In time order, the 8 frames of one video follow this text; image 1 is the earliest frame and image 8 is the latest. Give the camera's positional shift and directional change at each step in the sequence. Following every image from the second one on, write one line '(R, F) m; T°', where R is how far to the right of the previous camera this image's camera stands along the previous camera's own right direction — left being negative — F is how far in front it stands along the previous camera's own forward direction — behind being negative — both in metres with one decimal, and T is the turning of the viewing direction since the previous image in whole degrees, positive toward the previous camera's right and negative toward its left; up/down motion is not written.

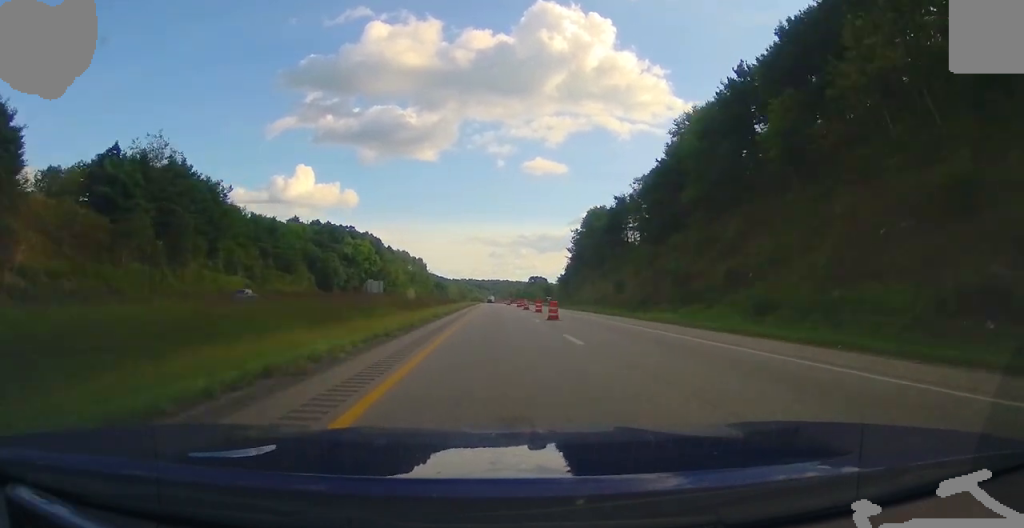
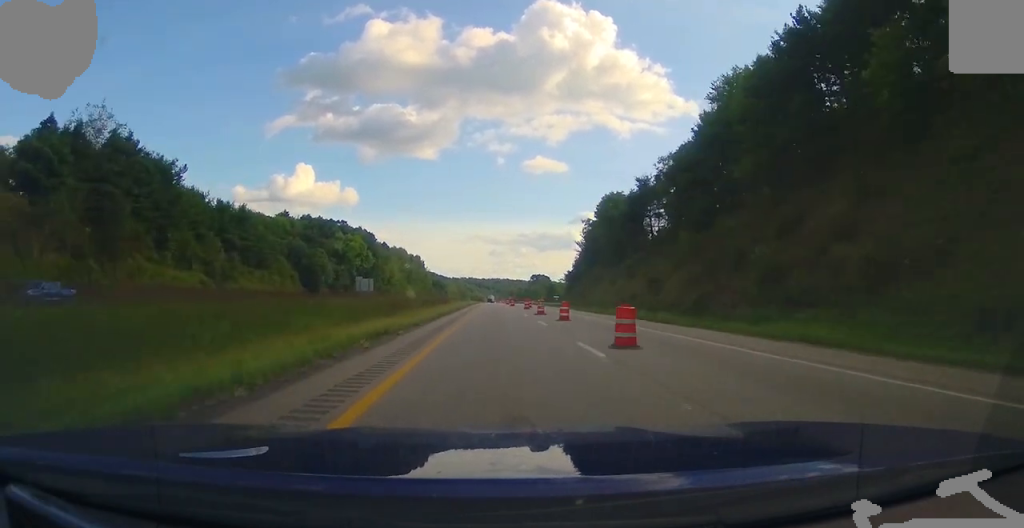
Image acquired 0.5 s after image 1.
(0.0, +15.6) m; 0°
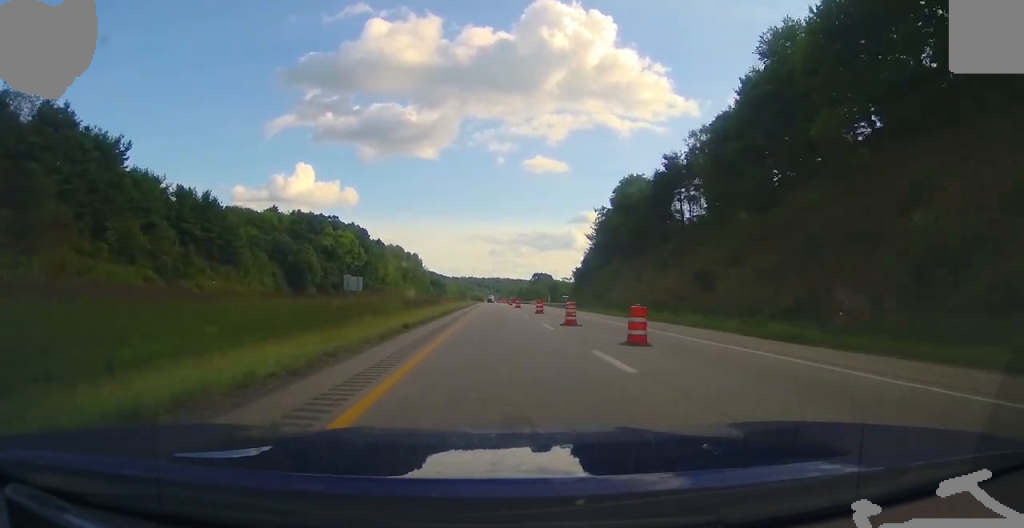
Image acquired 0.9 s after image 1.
(0.0, +14.4) m; 0°
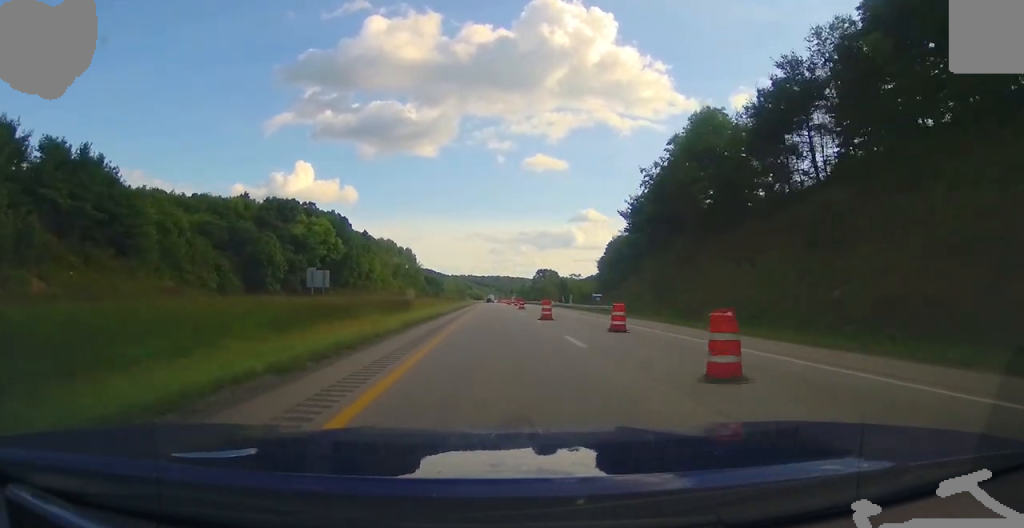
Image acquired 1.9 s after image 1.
(0.0, +32.3) m; 0°
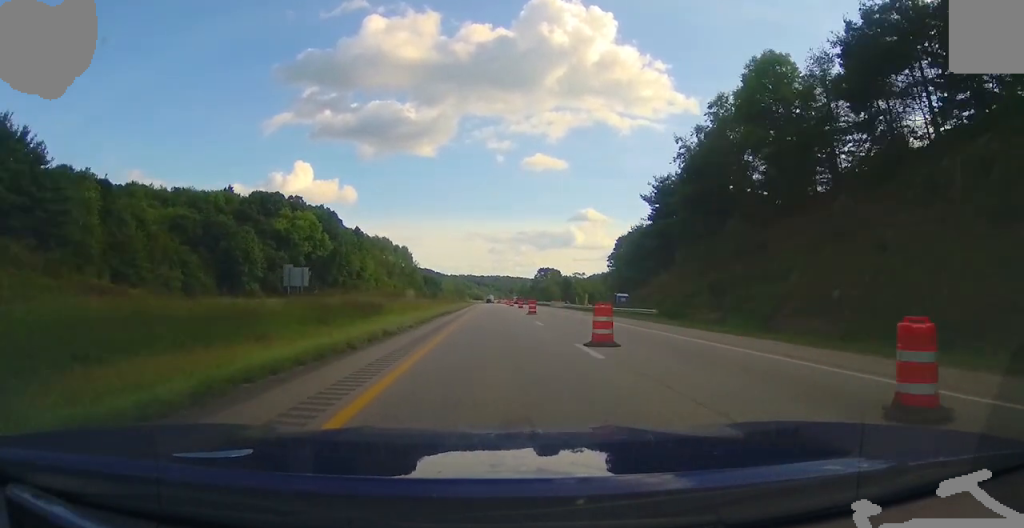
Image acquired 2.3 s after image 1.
(0.0, +14.4) m; 0°
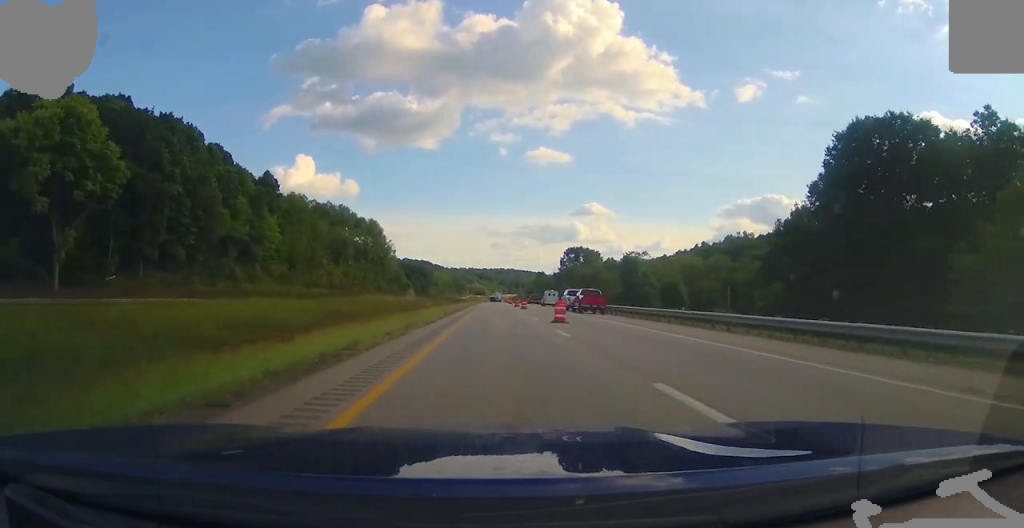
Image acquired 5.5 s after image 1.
(-0.7, +105.2) m; -1°
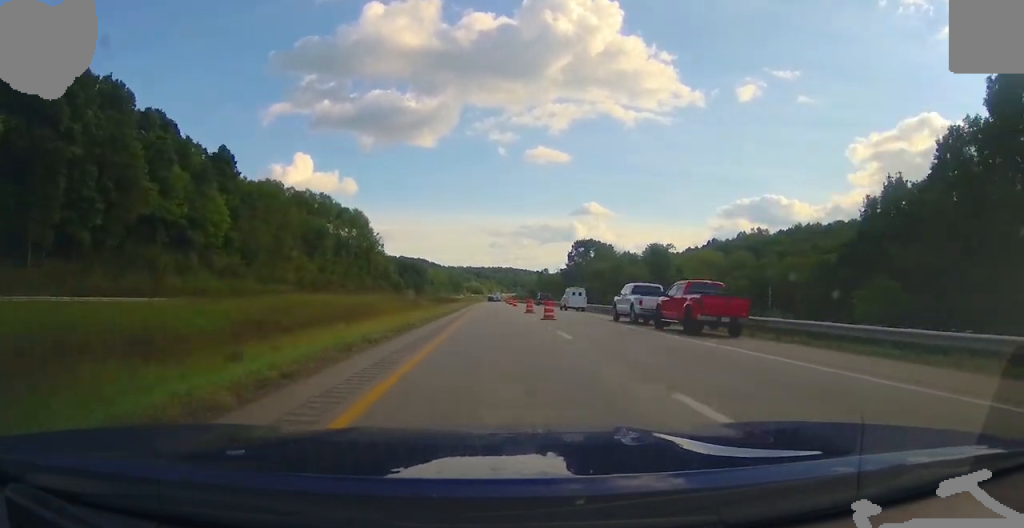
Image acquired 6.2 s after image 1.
(+0.2, +25.5) m; +1°
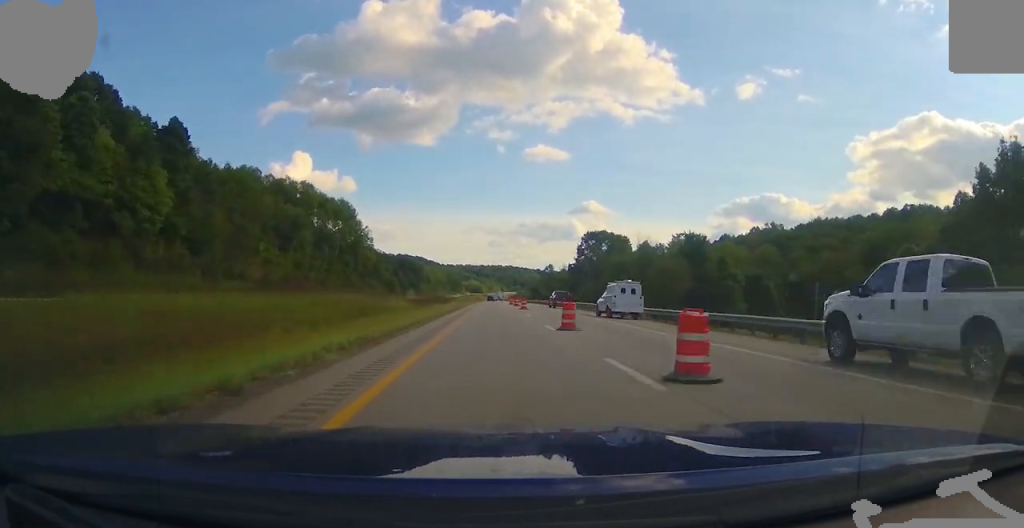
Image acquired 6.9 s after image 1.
(+0.2, +21.1) m; +1°
